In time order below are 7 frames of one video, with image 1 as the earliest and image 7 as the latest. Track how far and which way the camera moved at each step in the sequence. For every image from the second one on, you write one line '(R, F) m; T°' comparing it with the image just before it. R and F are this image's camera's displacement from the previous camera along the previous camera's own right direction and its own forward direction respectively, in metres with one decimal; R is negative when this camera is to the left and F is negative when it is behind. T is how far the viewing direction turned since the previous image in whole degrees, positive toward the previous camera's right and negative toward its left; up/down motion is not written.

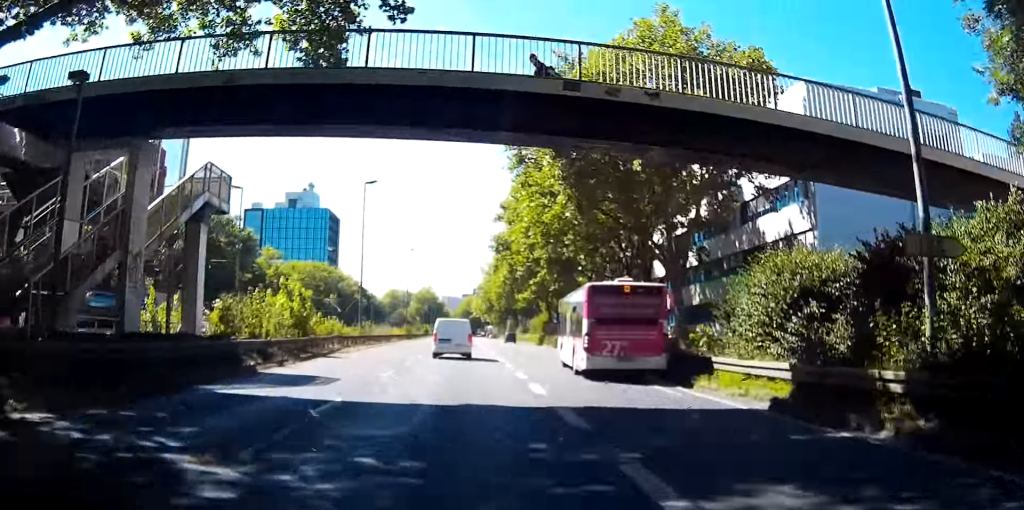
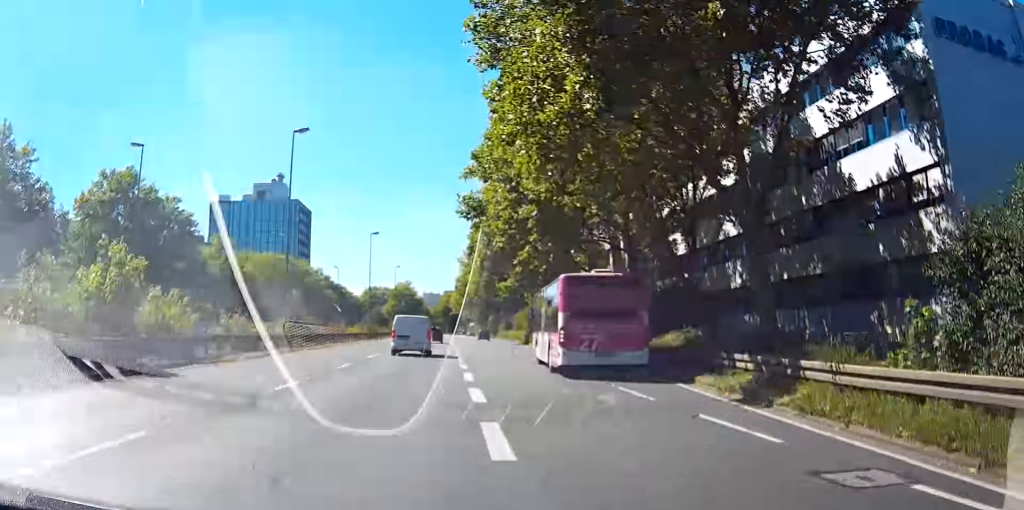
(-1.2, +15.8) m; -3°
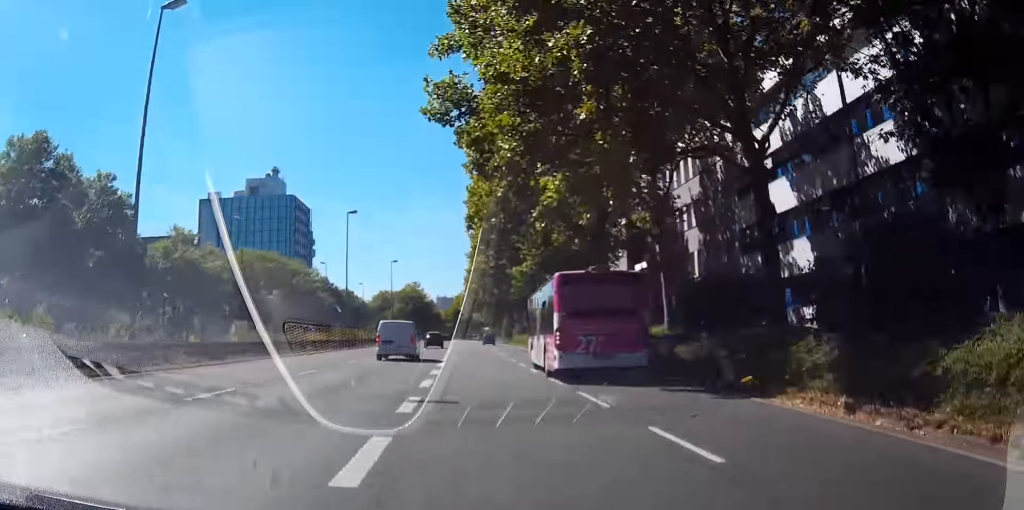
(+0.3, +20.6) m; 0°
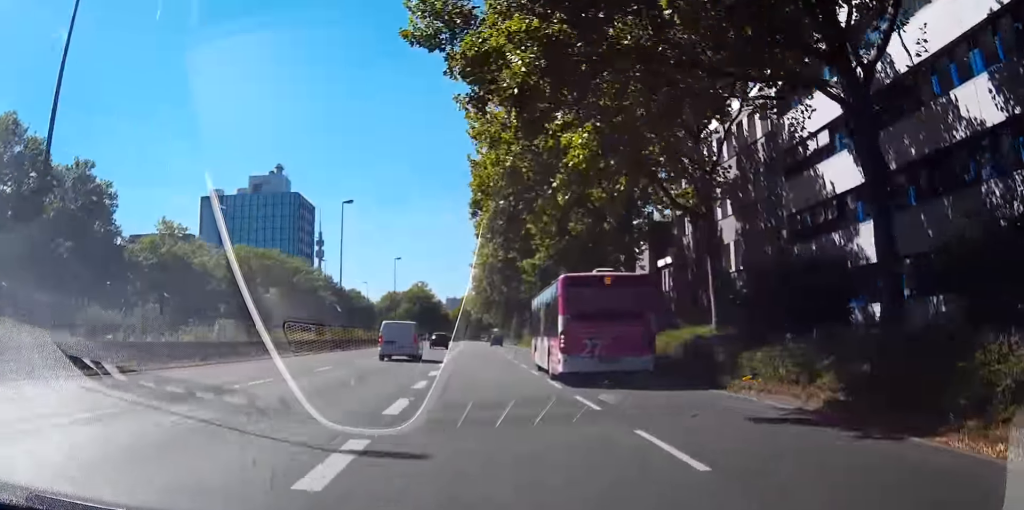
(-0.1, +6.4) m; 0°
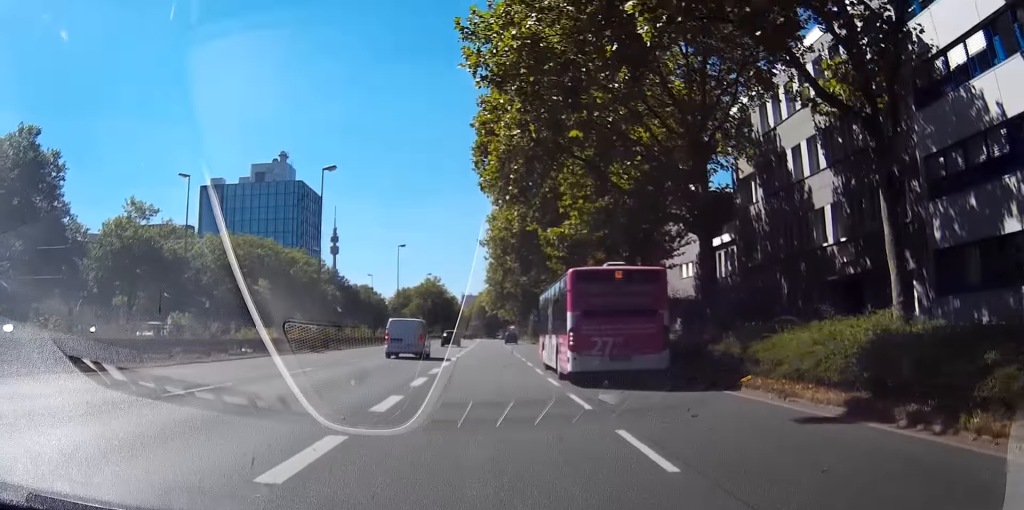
(0.0, +12.2) m; 0°
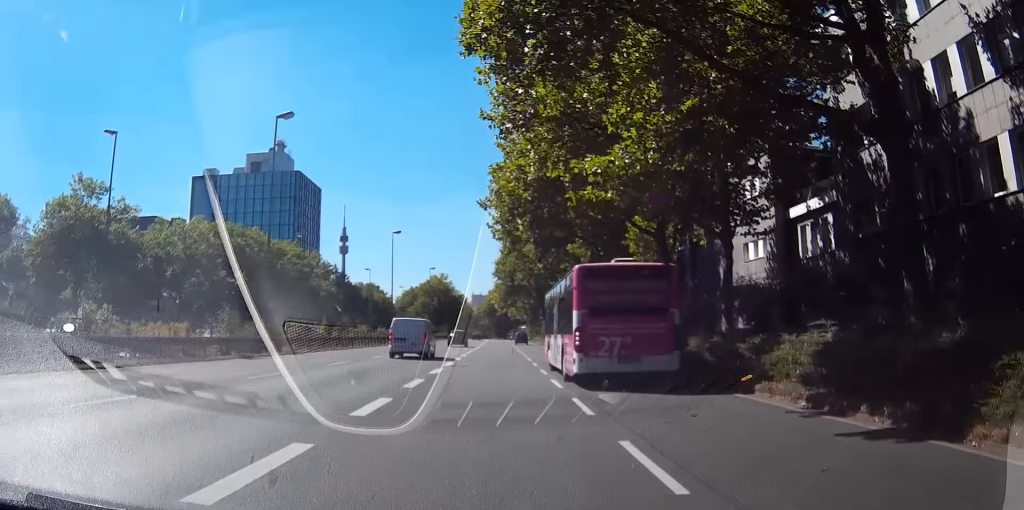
(0.0, +13.2) m; 0°
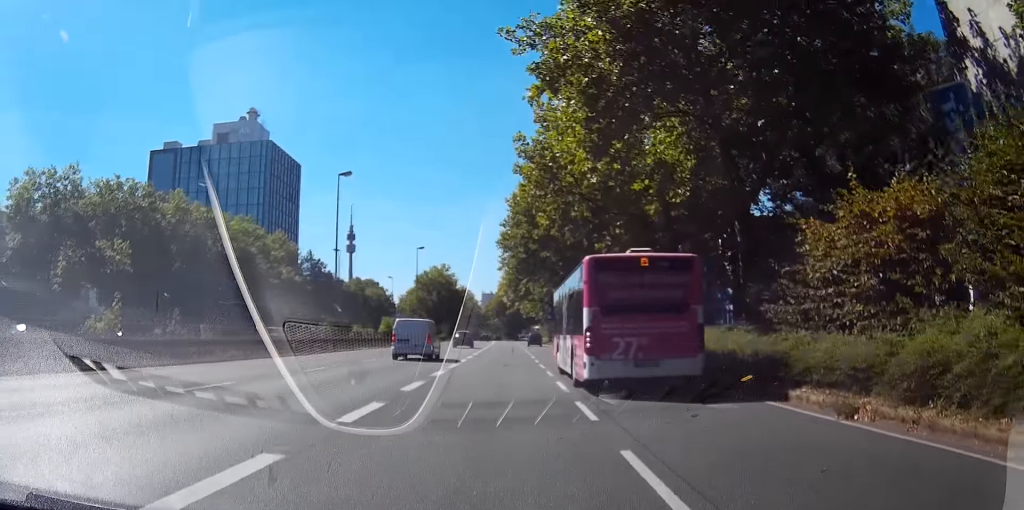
(-0.1, +31.1) m; +1°
